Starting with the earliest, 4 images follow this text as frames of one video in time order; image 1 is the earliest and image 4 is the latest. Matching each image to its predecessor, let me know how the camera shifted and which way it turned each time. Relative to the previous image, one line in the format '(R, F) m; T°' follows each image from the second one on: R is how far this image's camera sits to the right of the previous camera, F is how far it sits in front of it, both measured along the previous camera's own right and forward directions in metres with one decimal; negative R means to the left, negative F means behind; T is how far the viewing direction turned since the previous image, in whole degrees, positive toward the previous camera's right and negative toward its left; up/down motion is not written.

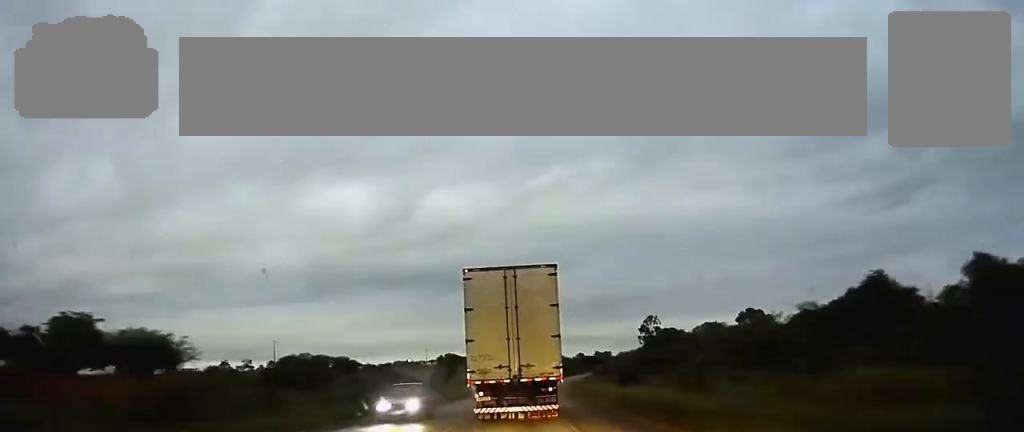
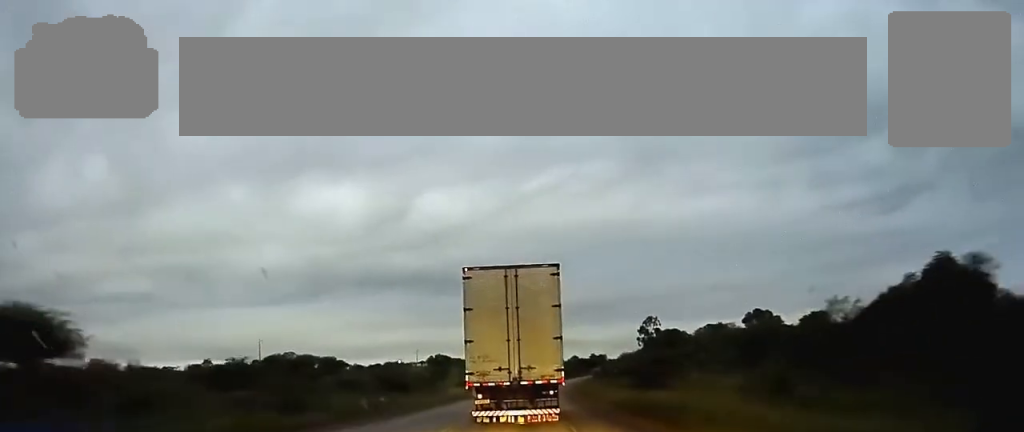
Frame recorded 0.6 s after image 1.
(+0.2, +12.9) m; +1°
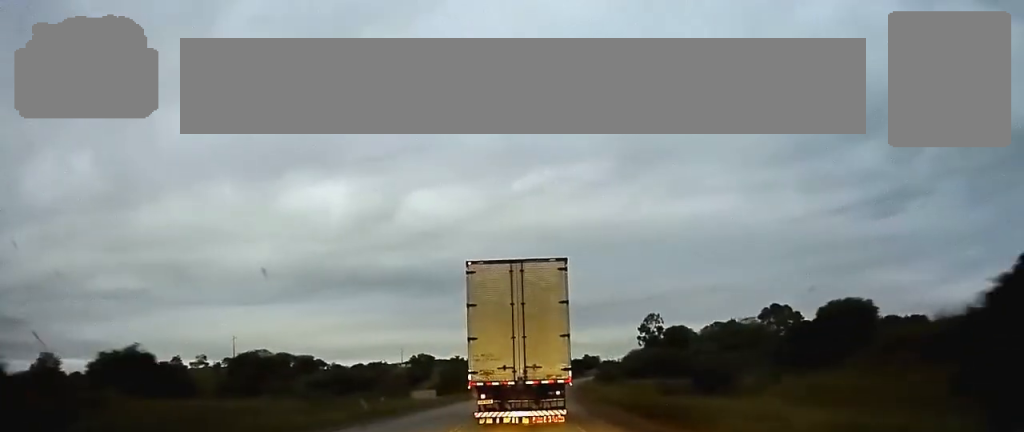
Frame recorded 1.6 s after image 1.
(+0.2, +22.7) m; +1°
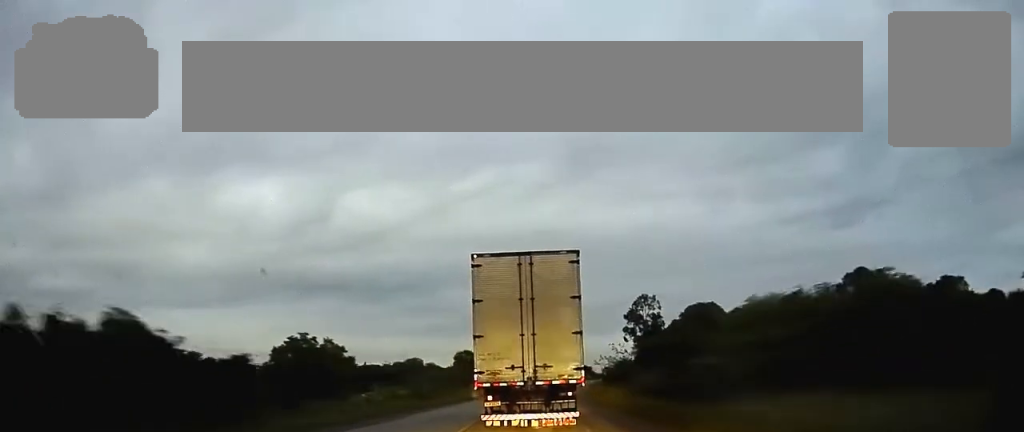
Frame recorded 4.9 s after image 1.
(+2.6, +74.5) m; +4°
